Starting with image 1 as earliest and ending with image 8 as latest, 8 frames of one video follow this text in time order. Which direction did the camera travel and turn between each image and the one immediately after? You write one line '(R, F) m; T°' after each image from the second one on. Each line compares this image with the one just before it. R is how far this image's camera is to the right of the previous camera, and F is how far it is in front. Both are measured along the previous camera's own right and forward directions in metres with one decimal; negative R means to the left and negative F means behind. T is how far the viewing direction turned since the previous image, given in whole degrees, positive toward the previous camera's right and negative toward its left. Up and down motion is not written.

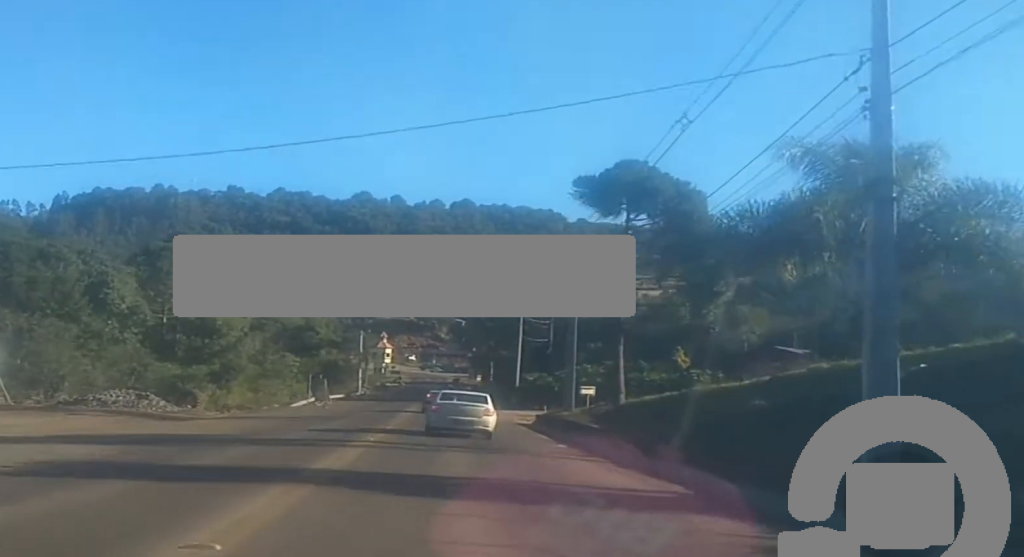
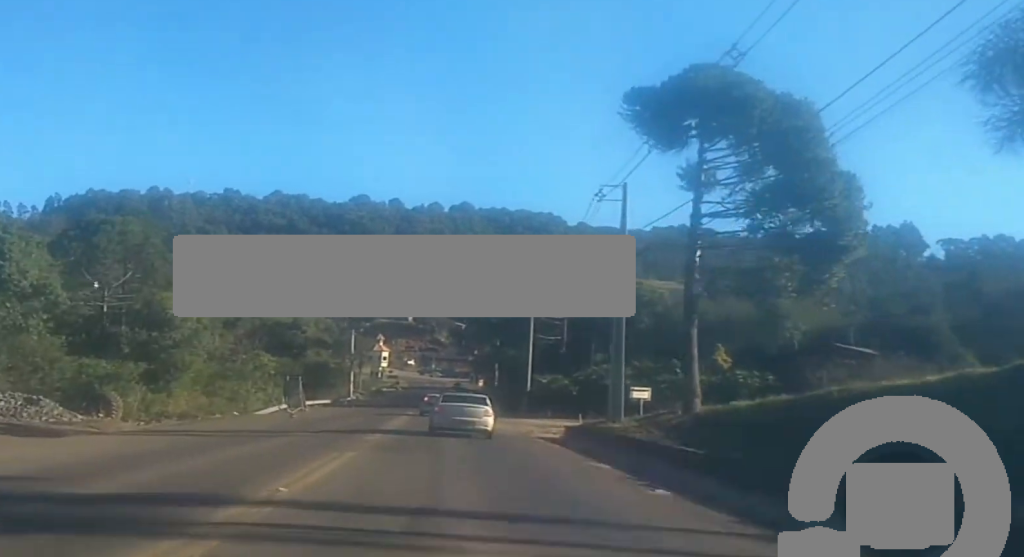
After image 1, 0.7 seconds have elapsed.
(+0.1, +13.2) m; 0°
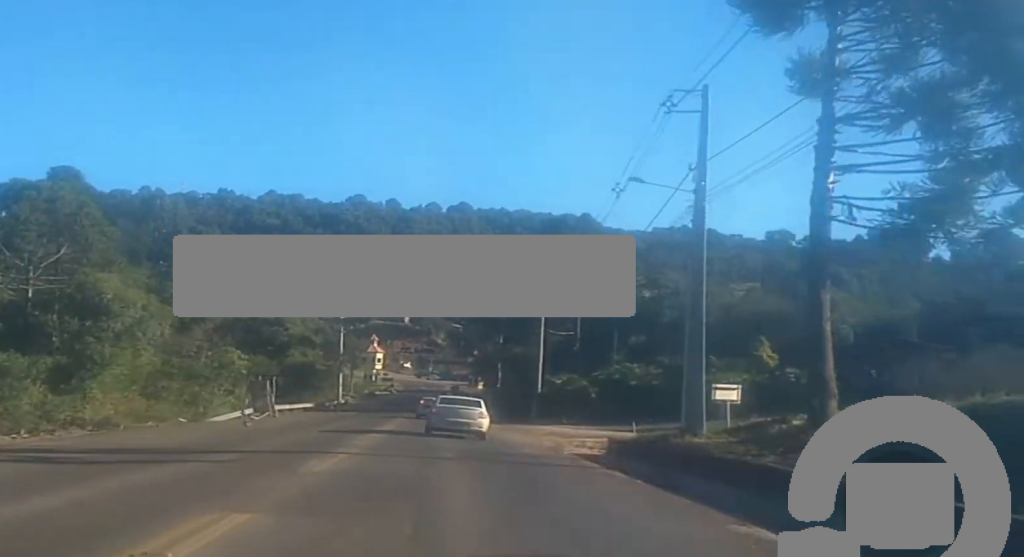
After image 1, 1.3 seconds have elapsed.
(+0.1, +10.6) m; 0°
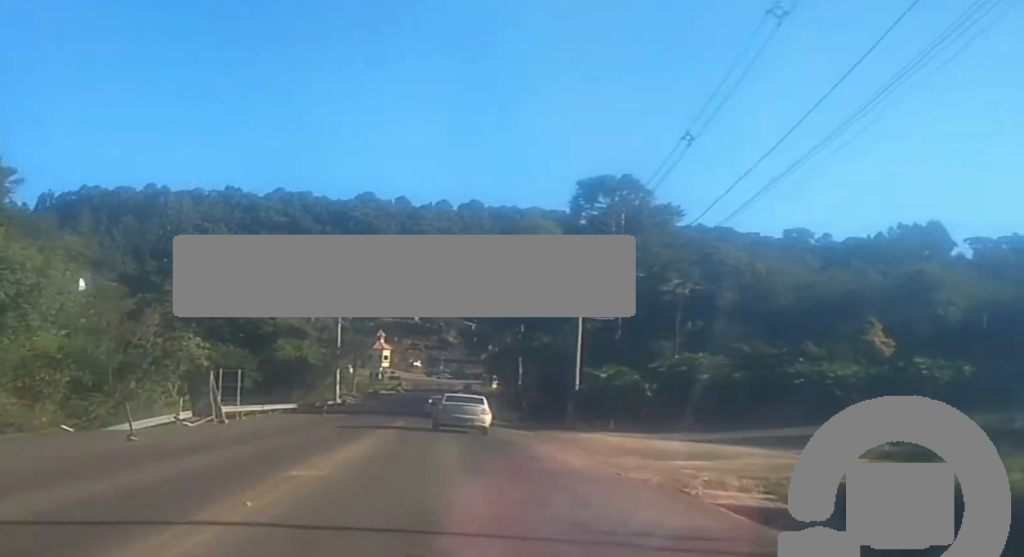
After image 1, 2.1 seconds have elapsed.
(-0.2, +15.0) m; +1°
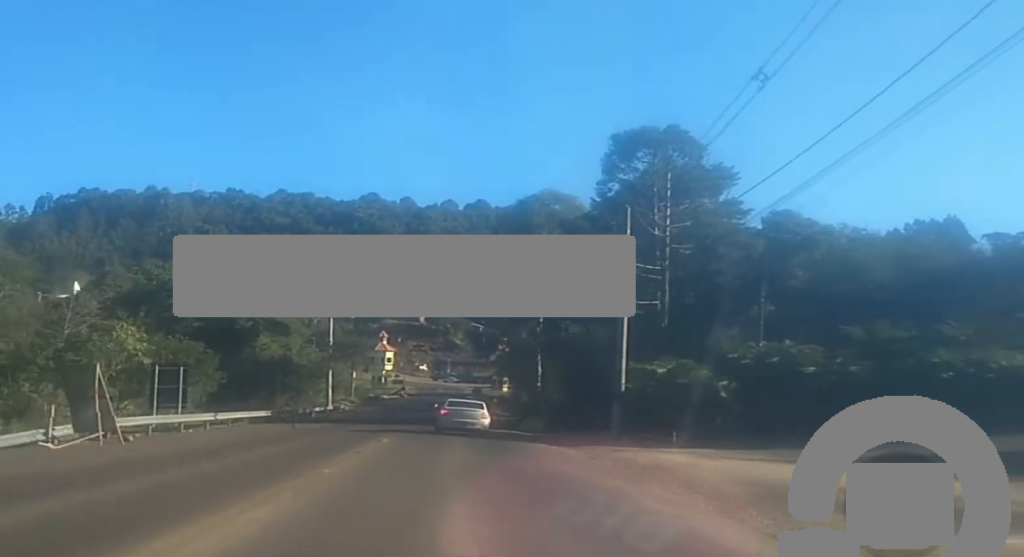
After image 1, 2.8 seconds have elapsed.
(+0.2, +13.4) m; 0°
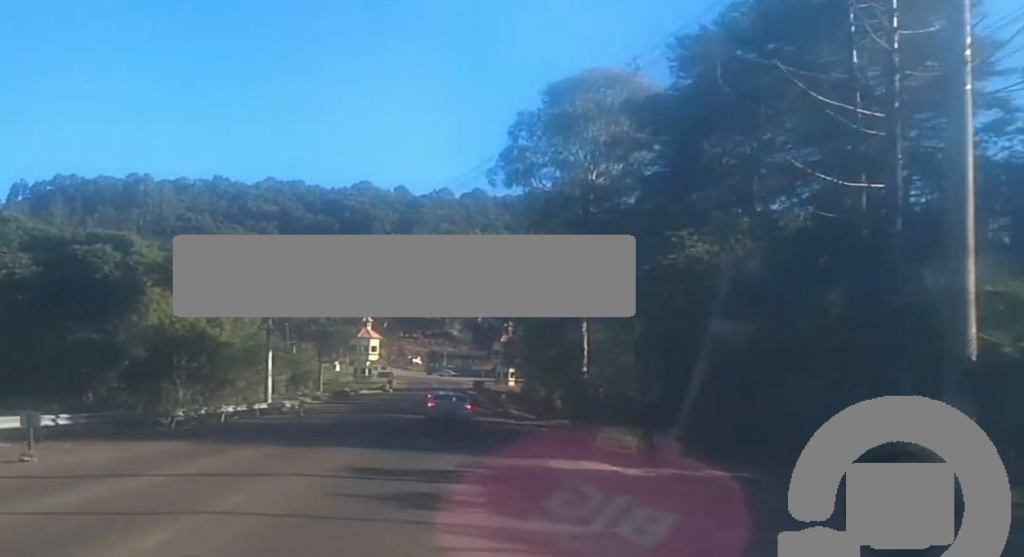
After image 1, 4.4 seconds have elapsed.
(-0.4, +33.6) m; 0°
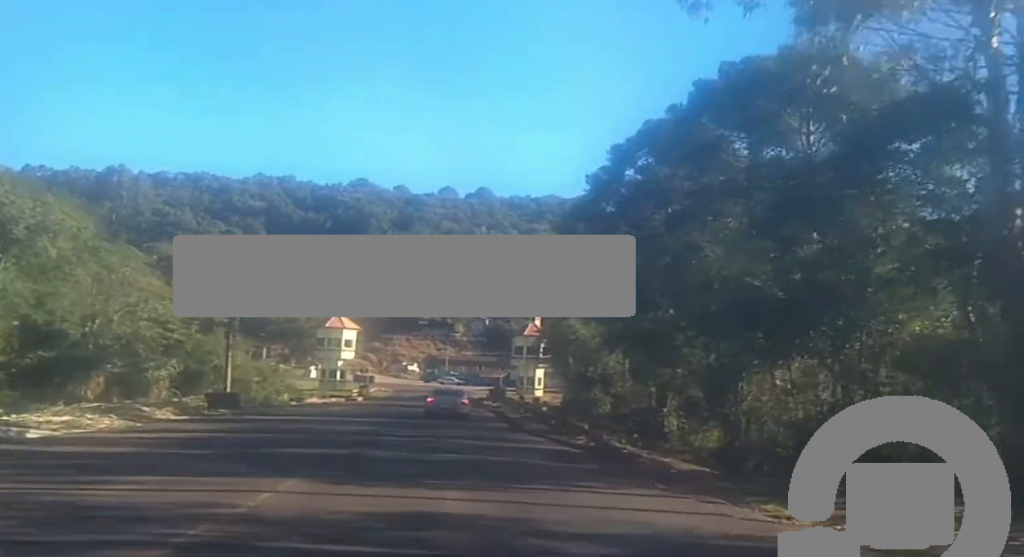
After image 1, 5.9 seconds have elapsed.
(+0.6, +30.0) m; +1°
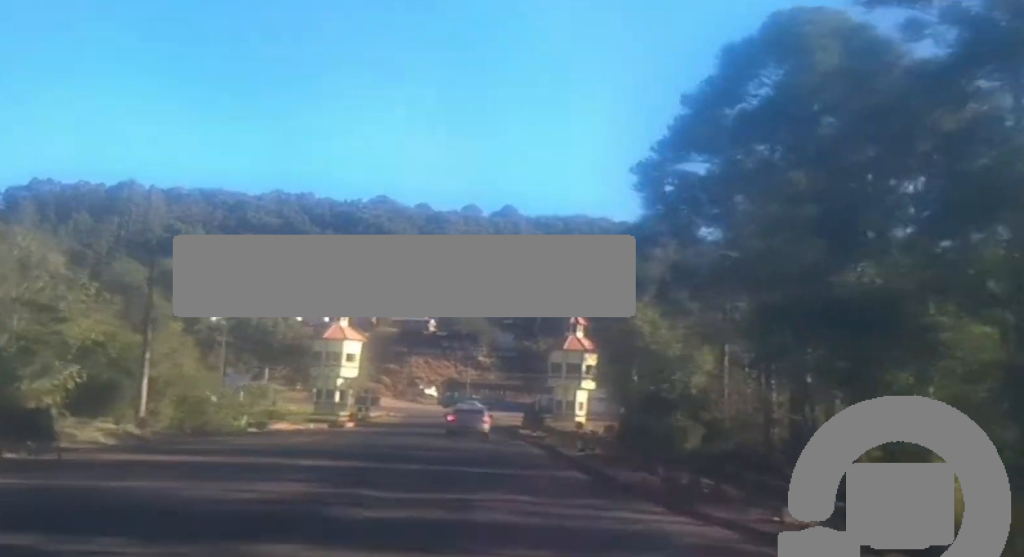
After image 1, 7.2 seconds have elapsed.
(-0.1, +21.8) m; 0°
